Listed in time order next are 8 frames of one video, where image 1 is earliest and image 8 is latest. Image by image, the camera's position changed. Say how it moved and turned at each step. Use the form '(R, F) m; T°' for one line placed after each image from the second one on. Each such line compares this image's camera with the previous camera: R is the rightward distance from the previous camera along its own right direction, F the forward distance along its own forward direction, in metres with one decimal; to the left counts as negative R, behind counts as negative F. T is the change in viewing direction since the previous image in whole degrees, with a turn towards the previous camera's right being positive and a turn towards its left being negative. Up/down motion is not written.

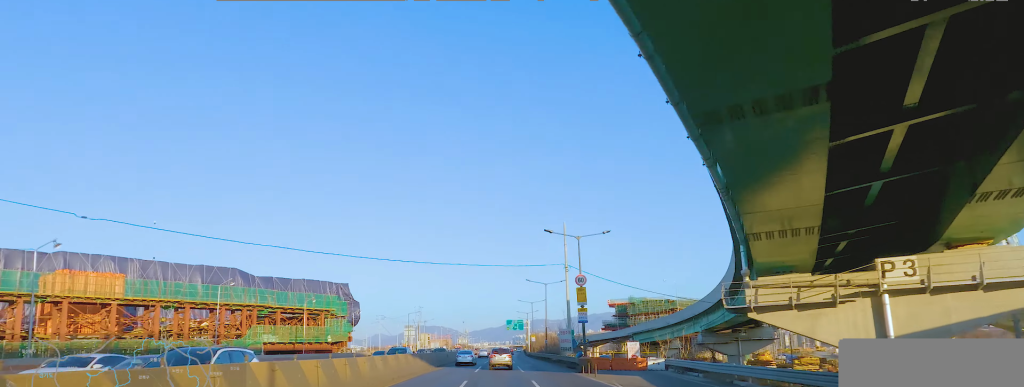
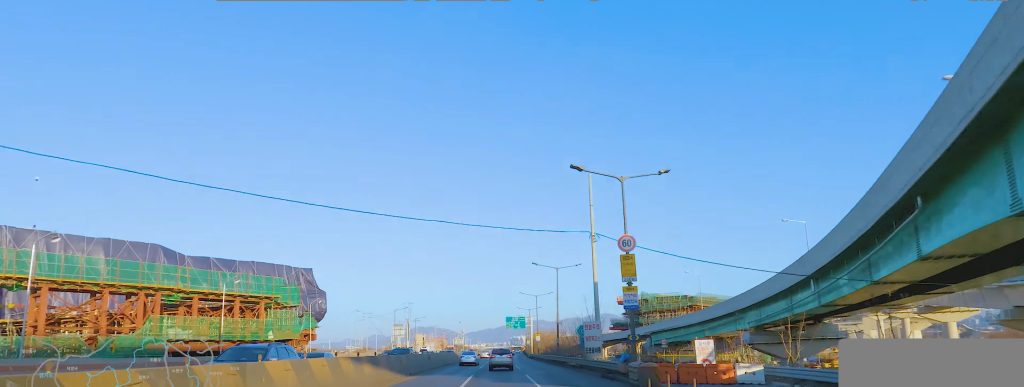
(+0.5, +17.0) m; +2°
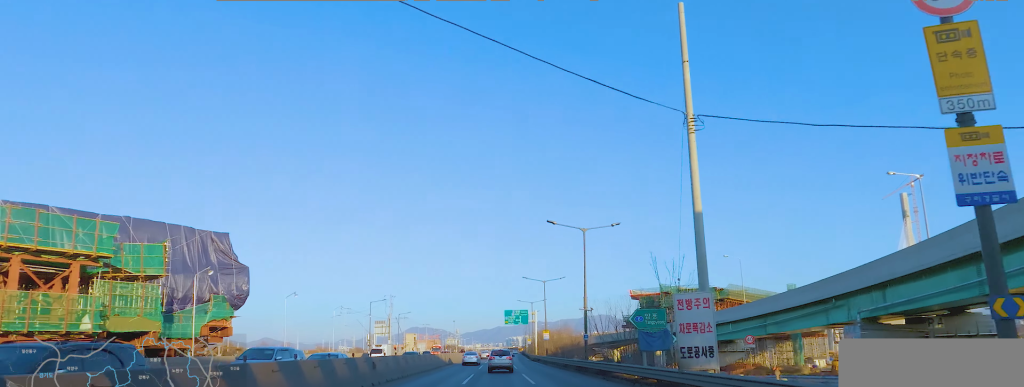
(0.0, +20.9) m; 0°
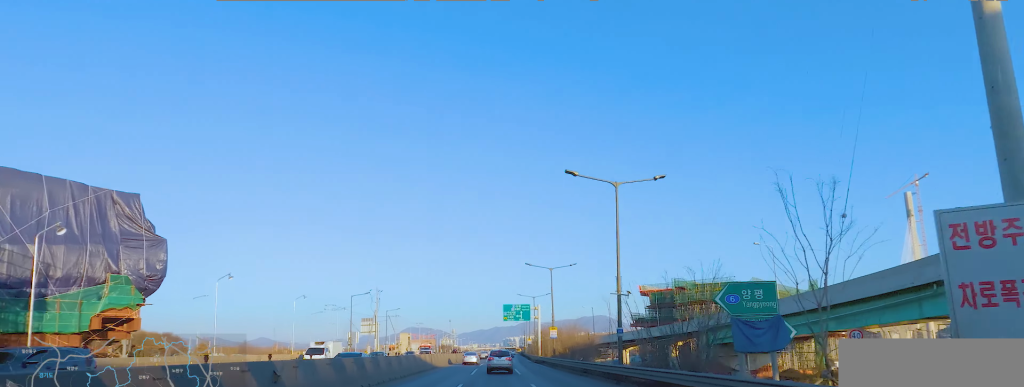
(0.0, +11.4) m; 0°
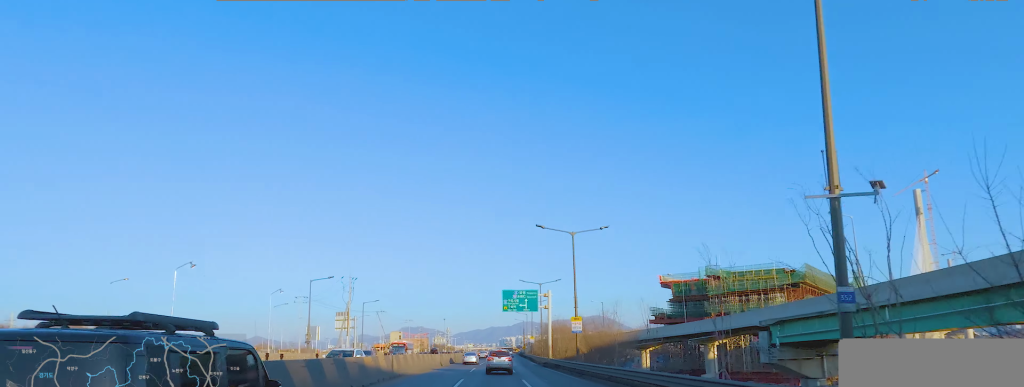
(0.0, +16.9) m; 0°
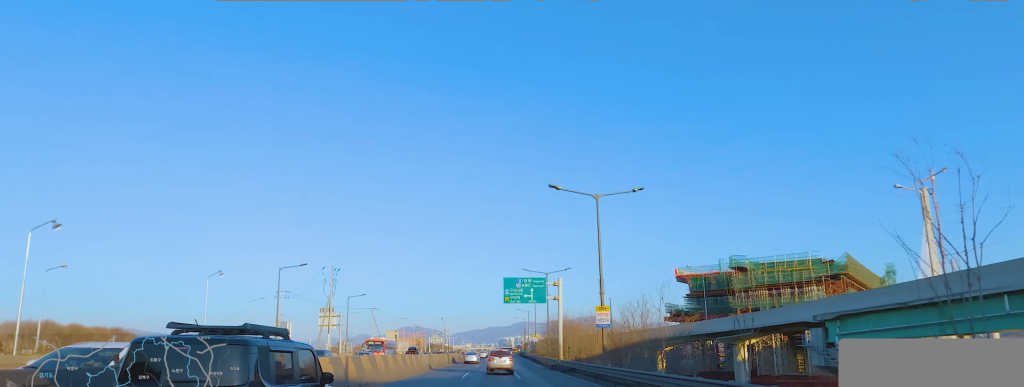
(0.0, +9.0) m; 0°
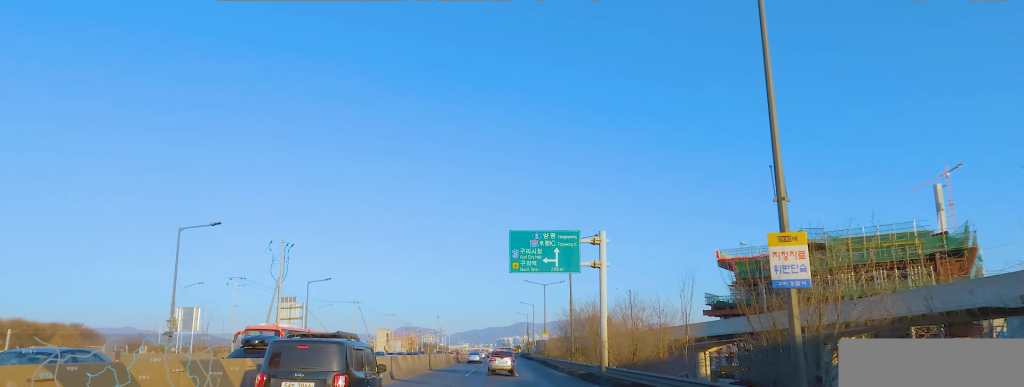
(0.0, +17.2) m; 0°
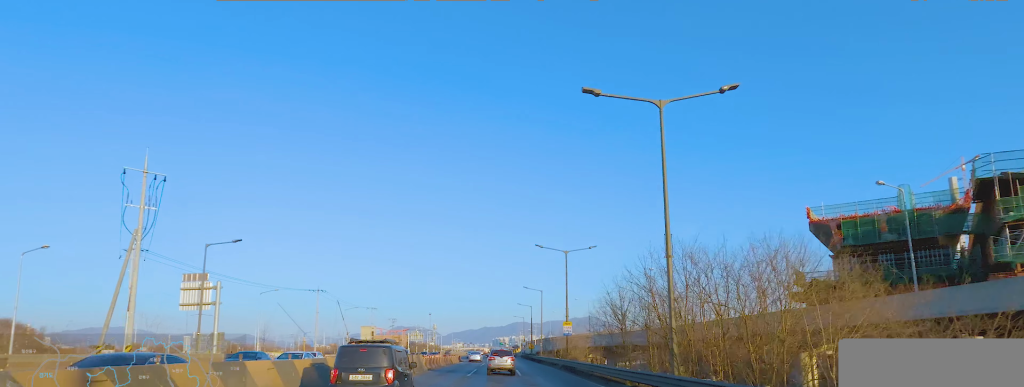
(0.0, +22.1) m; 0°
